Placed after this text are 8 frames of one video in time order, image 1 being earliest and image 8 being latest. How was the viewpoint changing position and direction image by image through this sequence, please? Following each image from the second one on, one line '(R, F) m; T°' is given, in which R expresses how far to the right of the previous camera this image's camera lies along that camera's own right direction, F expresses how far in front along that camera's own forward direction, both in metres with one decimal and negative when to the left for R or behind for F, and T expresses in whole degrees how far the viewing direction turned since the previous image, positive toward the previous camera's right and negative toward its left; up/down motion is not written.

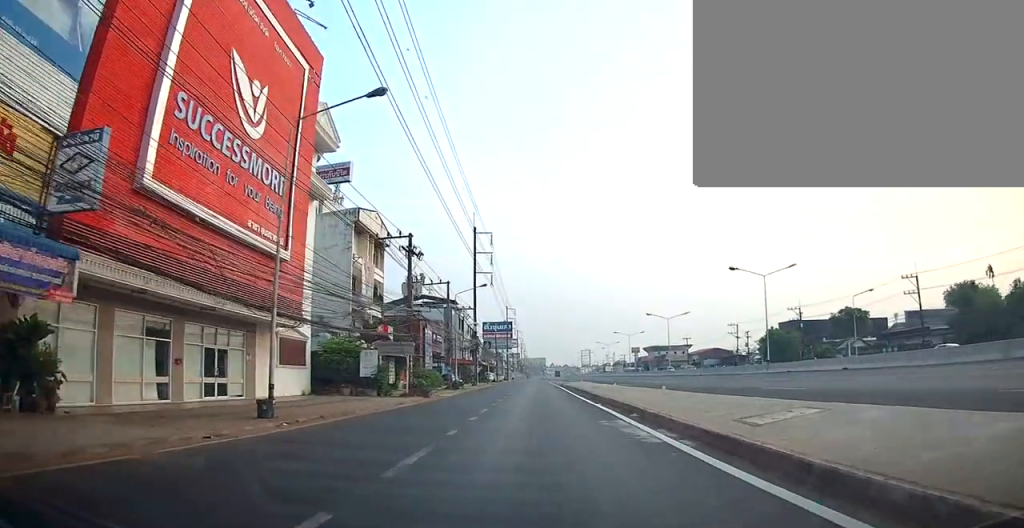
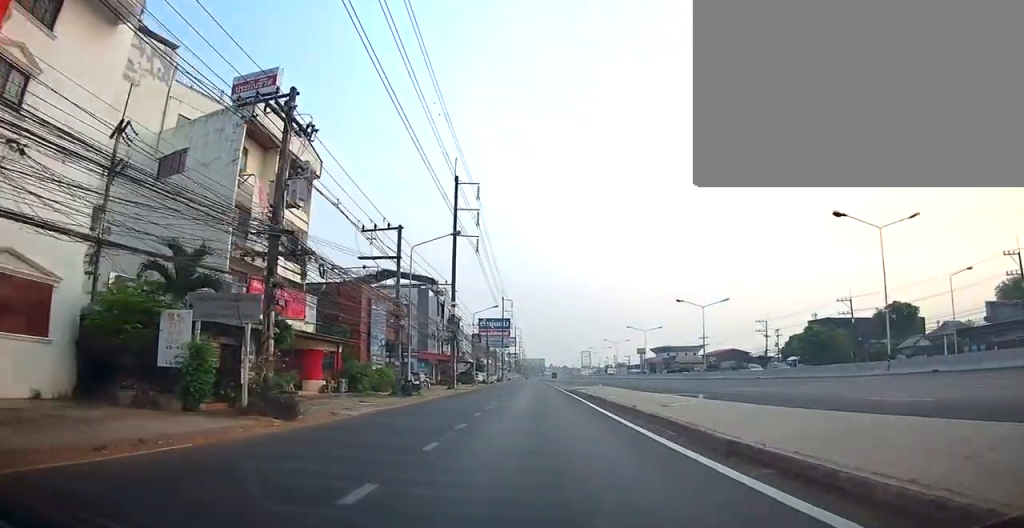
(-0.3, +18.3) m; -1°
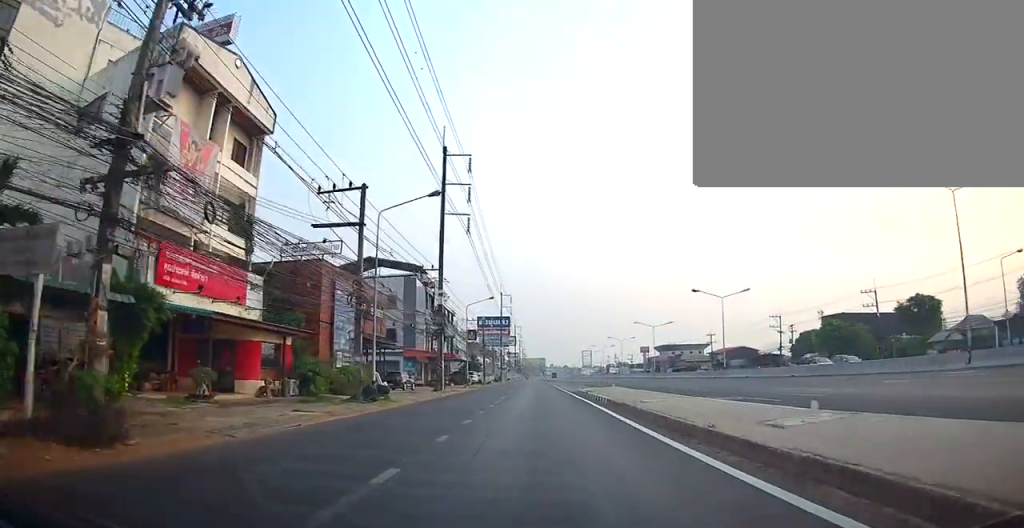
(0.0, +7.0) m; +1°
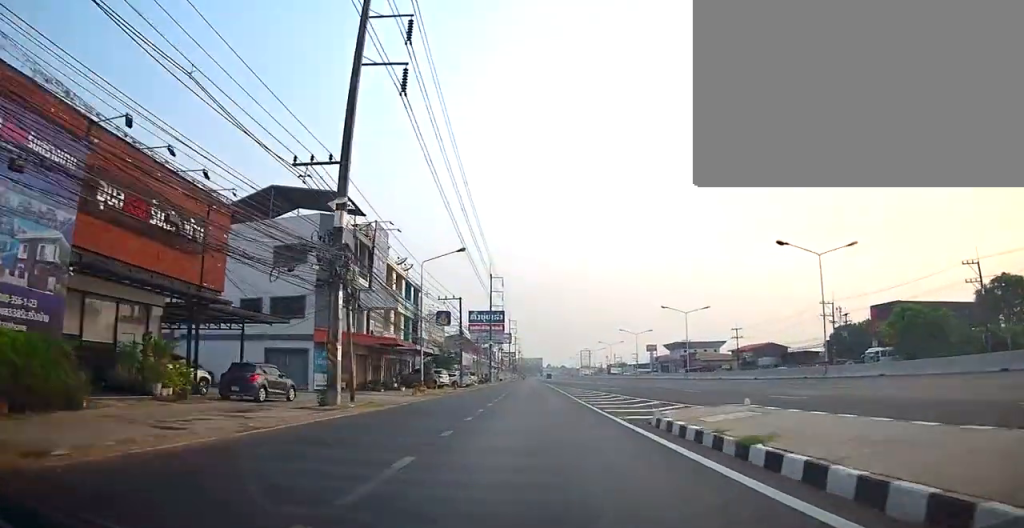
(+1.0, +22.8) m; +2°
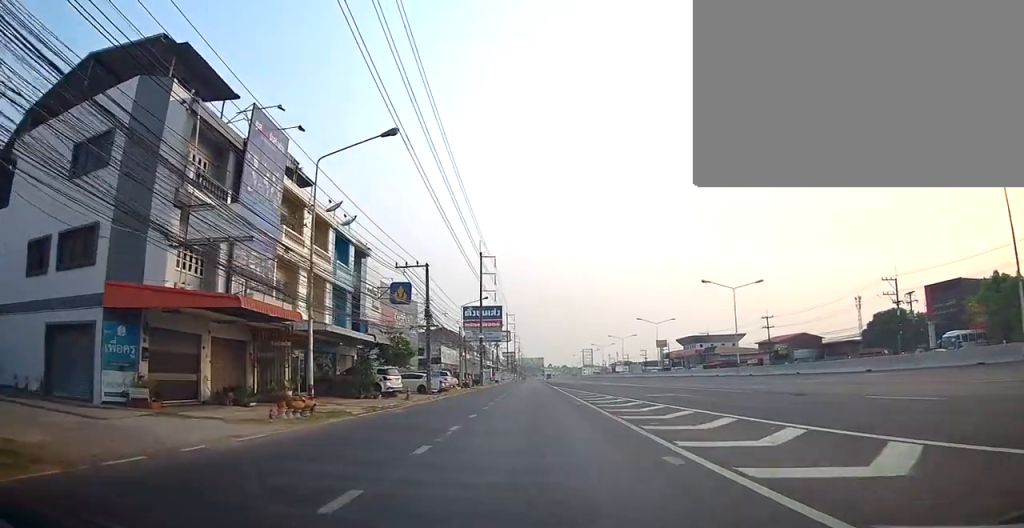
(-0.5, +18.6) m; 0°
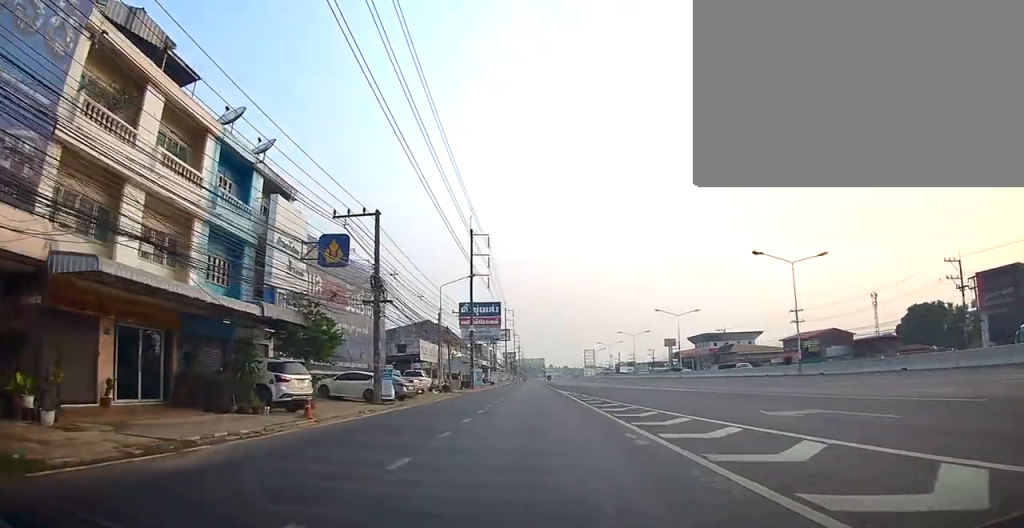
(+0.5, +13.9) m; +2°
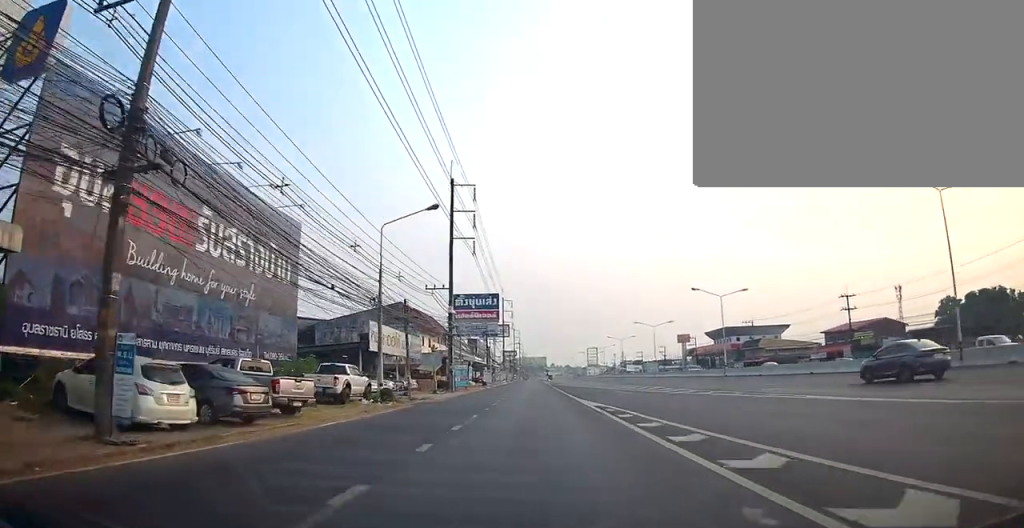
(0.0, +18.8) m; 0°
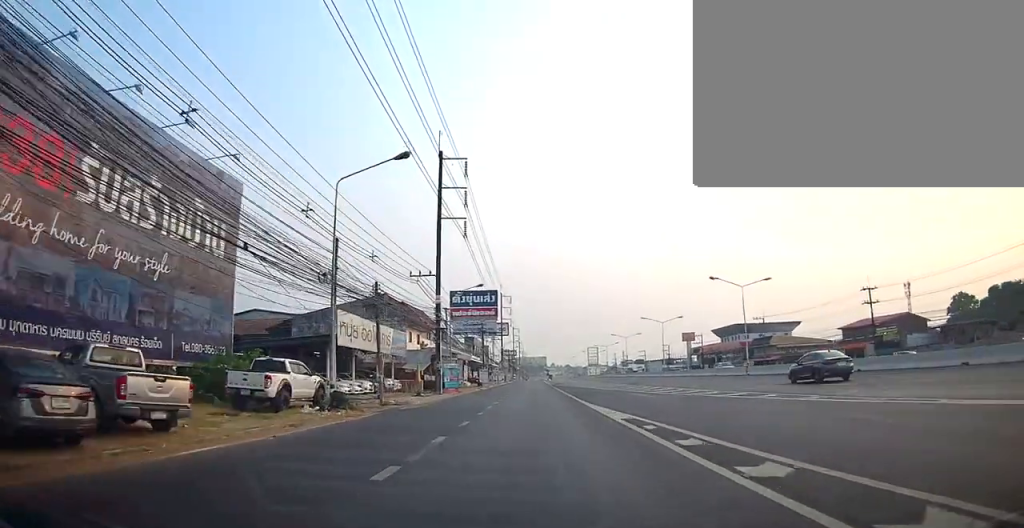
(+0.1, +6.8) m; 0°
